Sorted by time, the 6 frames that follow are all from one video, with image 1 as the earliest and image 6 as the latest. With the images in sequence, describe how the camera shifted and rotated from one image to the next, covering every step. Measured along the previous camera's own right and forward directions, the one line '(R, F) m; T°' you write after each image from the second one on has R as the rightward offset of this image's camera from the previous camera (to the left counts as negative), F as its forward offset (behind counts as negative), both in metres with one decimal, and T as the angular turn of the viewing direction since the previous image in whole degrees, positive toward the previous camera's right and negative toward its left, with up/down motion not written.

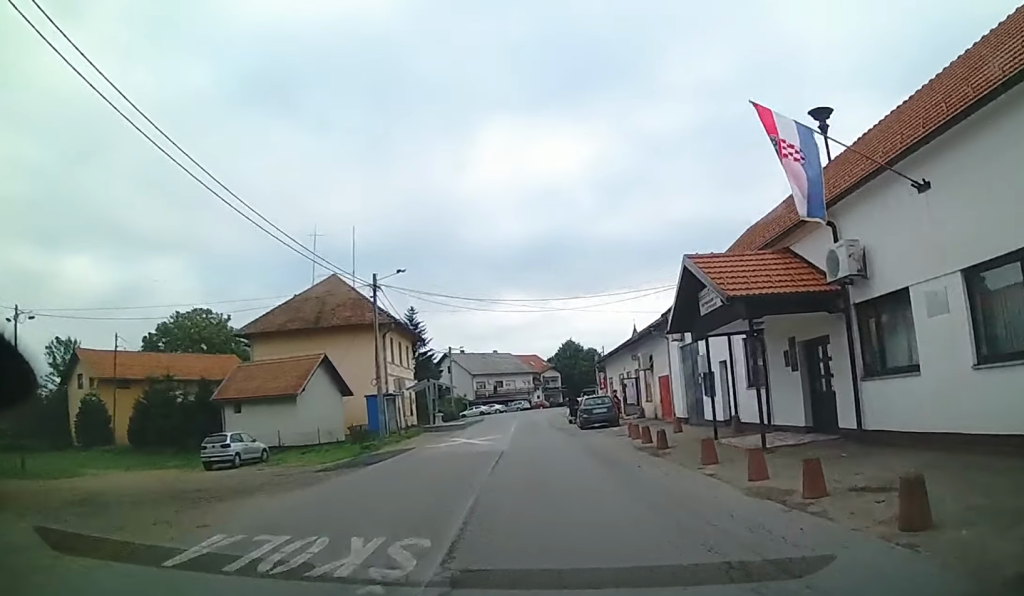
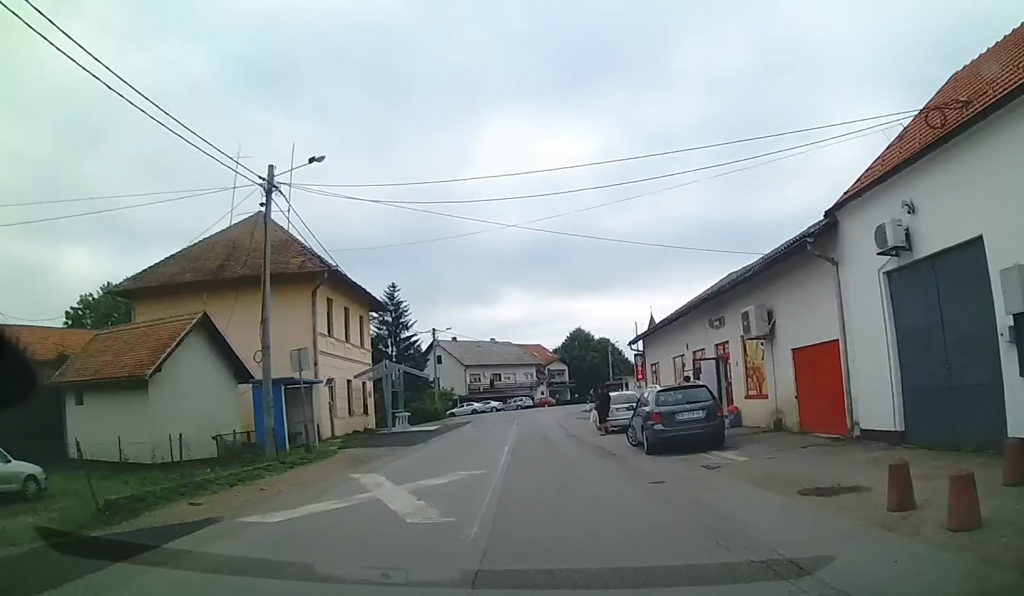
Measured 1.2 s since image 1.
(-0.5, +15.6) m; -5°
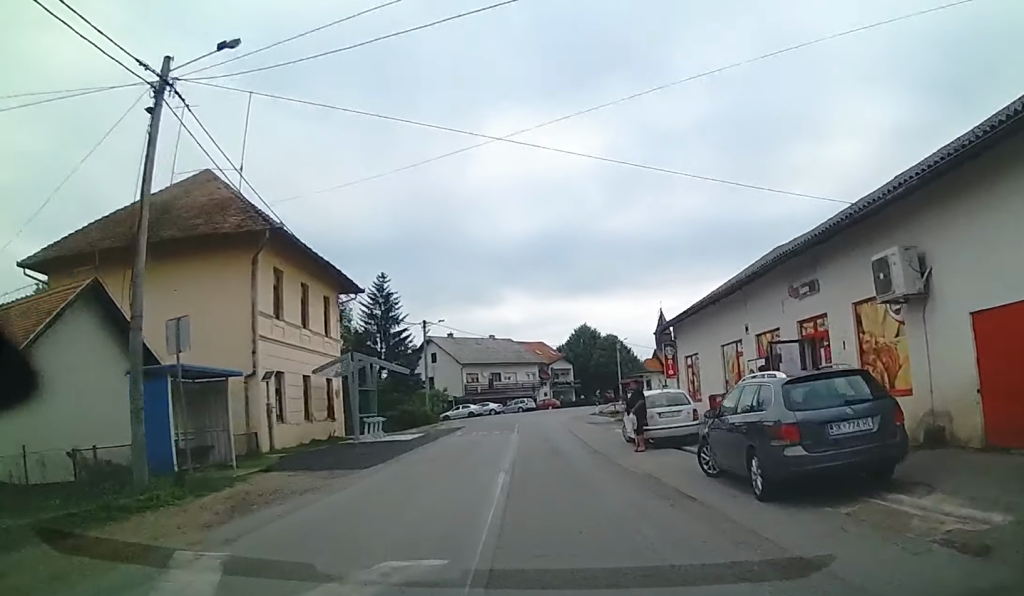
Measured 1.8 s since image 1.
(-0.3, +7.0) m; -1°
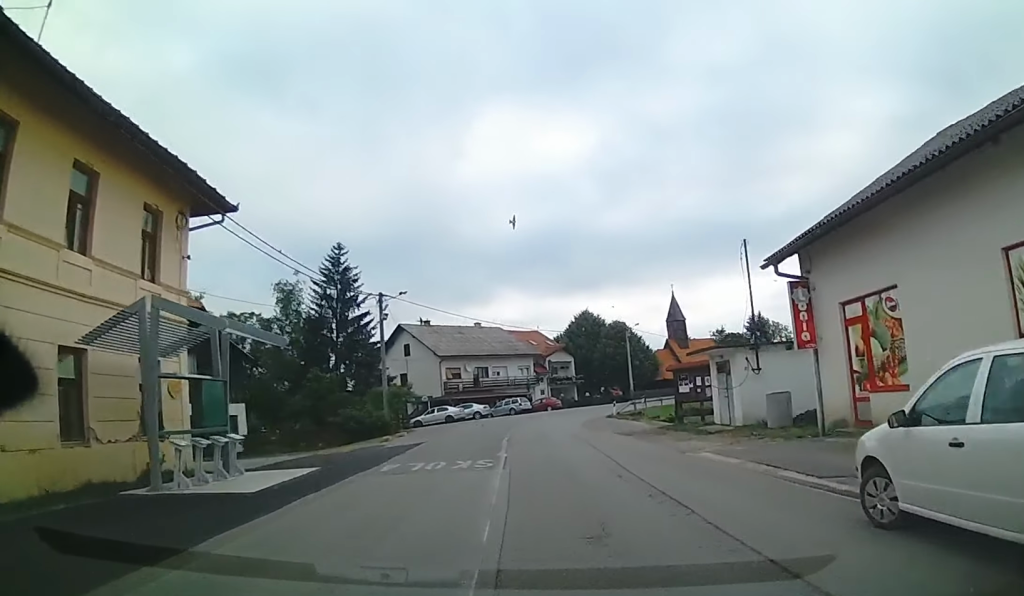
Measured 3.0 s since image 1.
(-0.2, +15.0) m; 0°
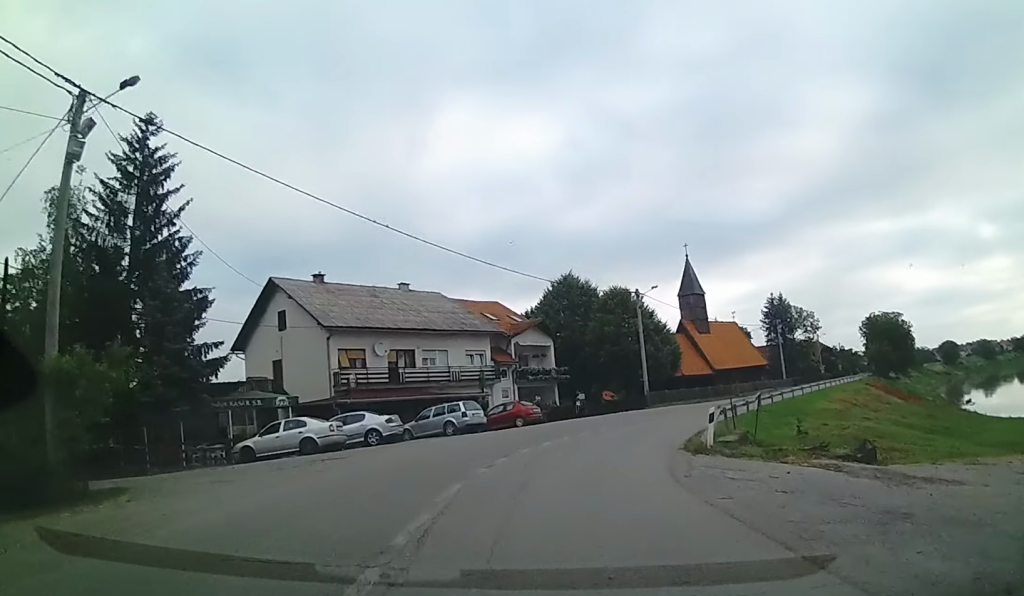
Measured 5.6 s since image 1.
(+2.5, +28.3) m; +16°
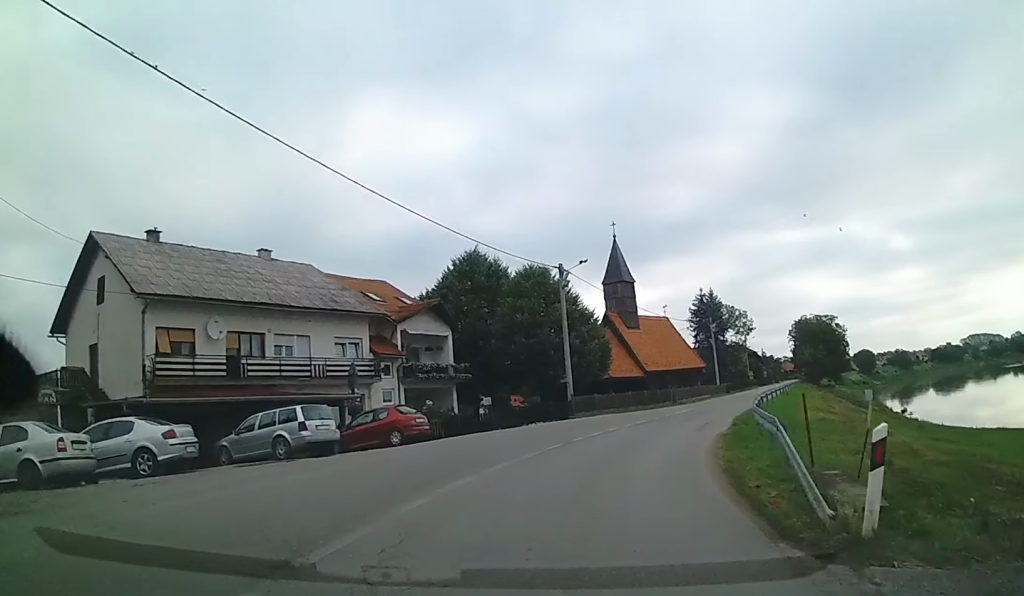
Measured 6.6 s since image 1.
(+1.3, +11.0) m; +16°
